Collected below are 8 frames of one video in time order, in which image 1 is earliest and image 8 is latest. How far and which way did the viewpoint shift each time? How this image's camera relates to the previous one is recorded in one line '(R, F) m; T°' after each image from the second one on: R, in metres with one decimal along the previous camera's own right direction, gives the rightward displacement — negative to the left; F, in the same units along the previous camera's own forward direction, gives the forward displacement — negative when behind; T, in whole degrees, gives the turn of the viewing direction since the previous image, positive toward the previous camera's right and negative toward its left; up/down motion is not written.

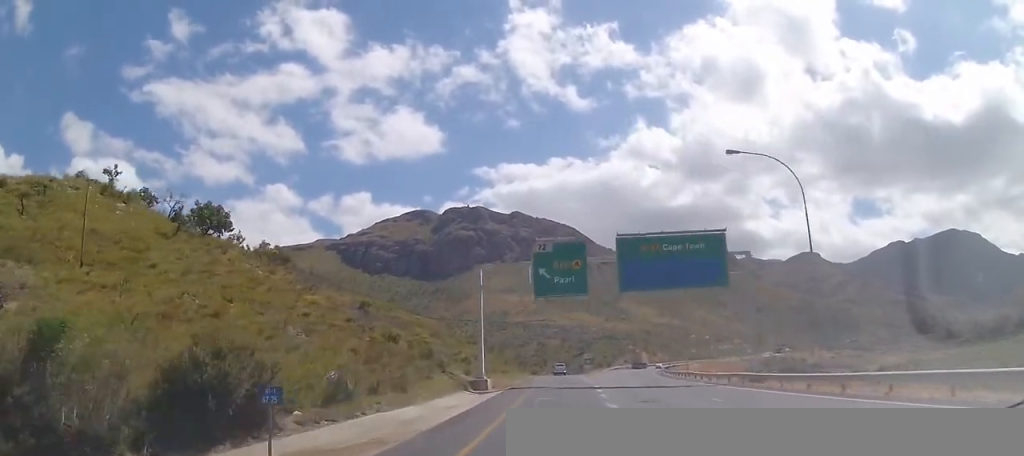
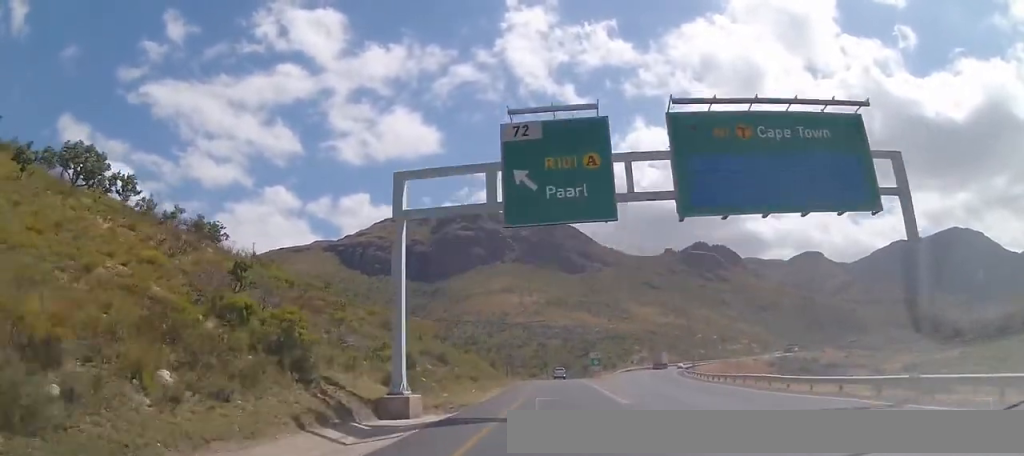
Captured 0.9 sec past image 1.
(-0.1, +20.7) m; -1°
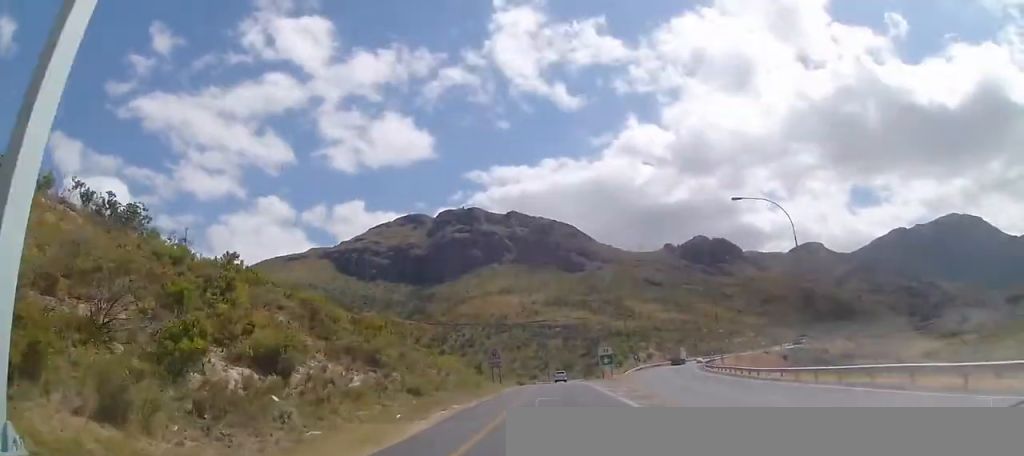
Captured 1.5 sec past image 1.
(-0.2, +15.9) m; -1°
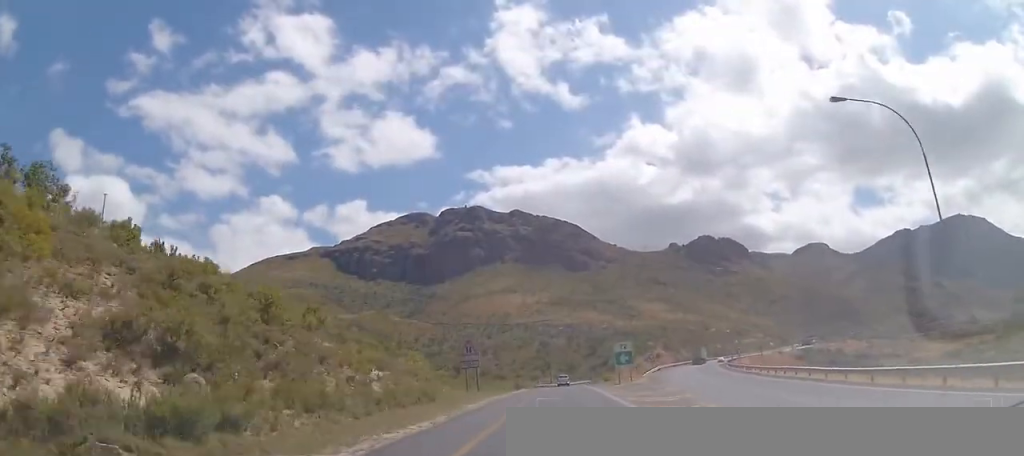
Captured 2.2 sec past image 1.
(0.0, +15.1) m; 0°
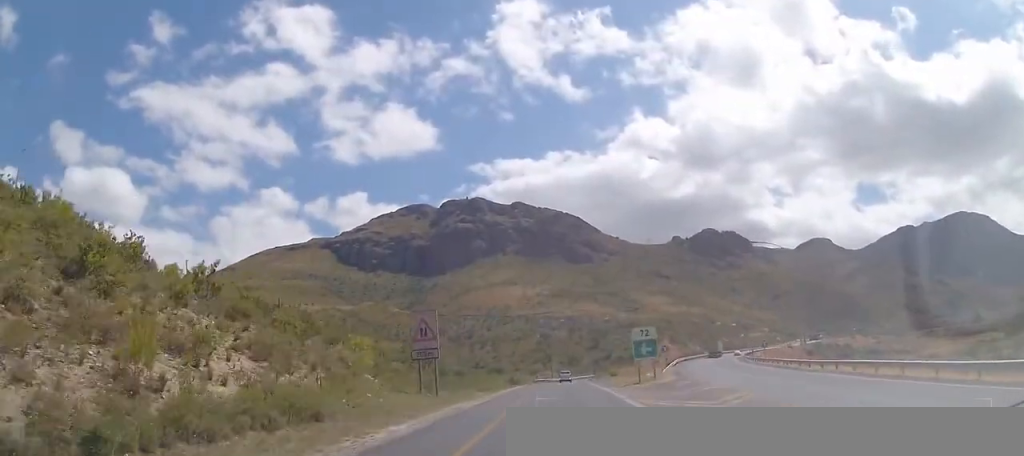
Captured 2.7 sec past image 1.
(-0.1, +11.9) m; 0°
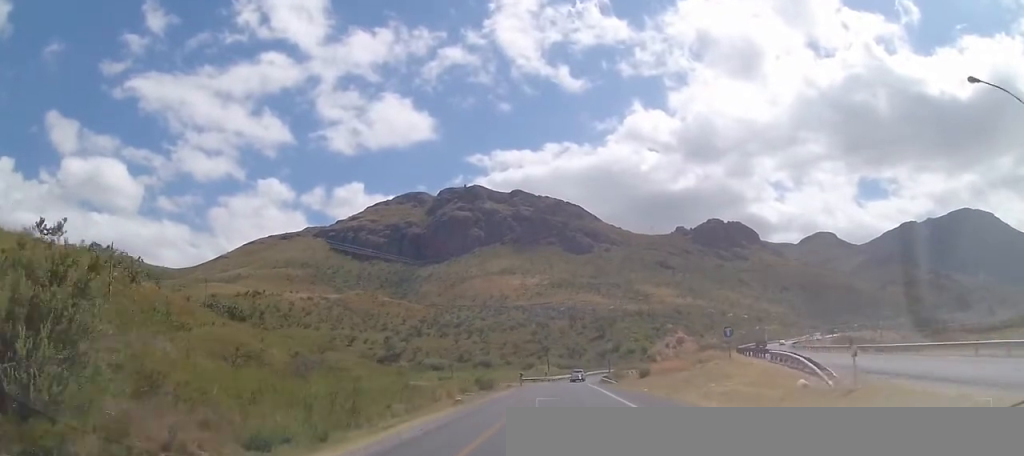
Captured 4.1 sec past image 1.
(+0.3, +33.2) m; 0°
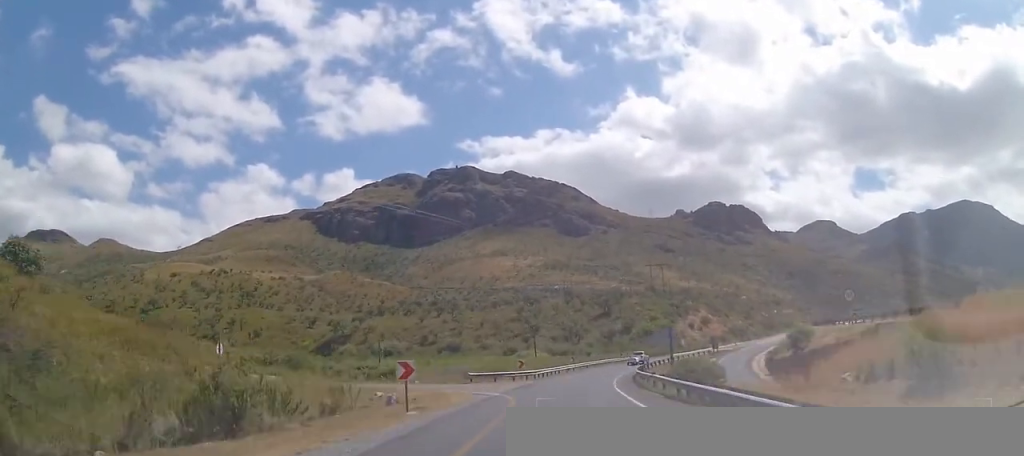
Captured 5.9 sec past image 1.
(+0.3, +44.5) m; +2°
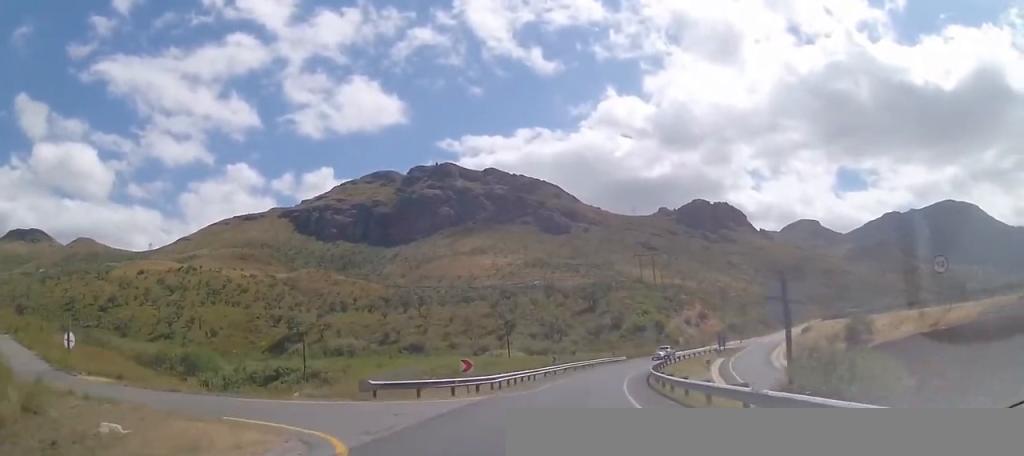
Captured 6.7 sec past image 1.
(+0.1, +17.5) m; +2°
